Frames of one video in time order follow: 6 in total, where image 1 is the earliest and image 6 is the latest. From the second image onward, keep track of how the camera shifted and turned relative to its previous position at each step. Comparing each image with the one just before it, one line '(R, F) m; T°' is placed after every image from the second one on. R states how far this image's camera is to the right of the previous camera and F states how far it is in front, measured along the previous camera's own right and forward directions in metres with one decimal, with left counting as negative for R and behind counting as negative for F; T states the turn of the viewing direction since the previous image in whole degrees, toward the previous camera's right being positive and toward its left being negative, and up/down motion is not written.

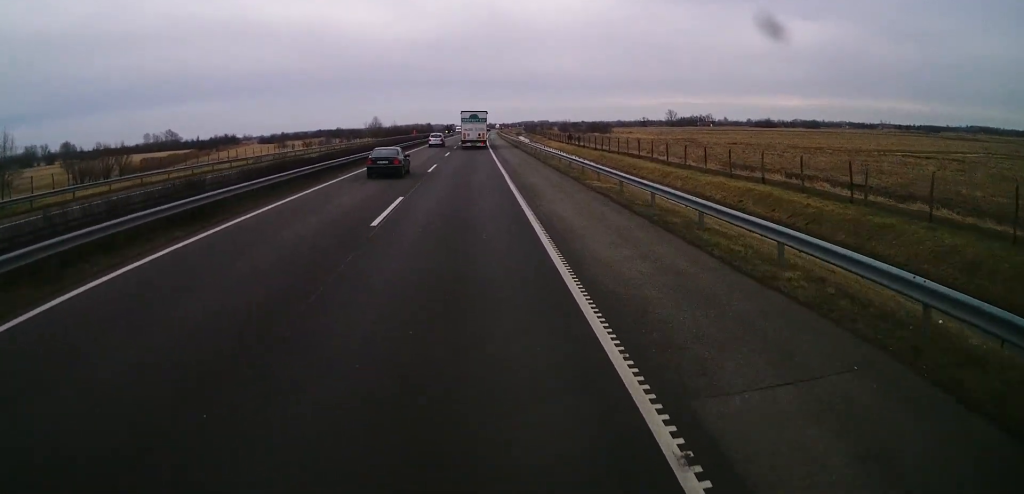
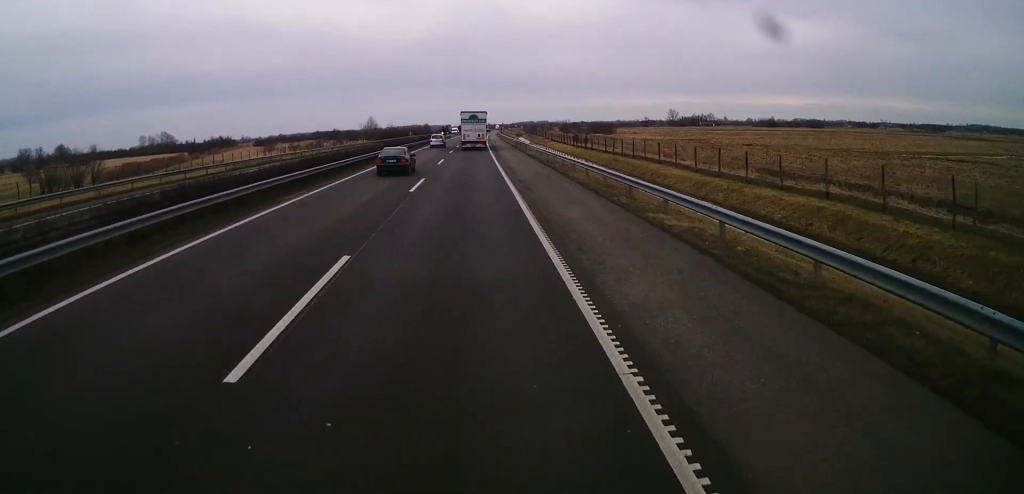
(+0.1, +9.2) m; 0°
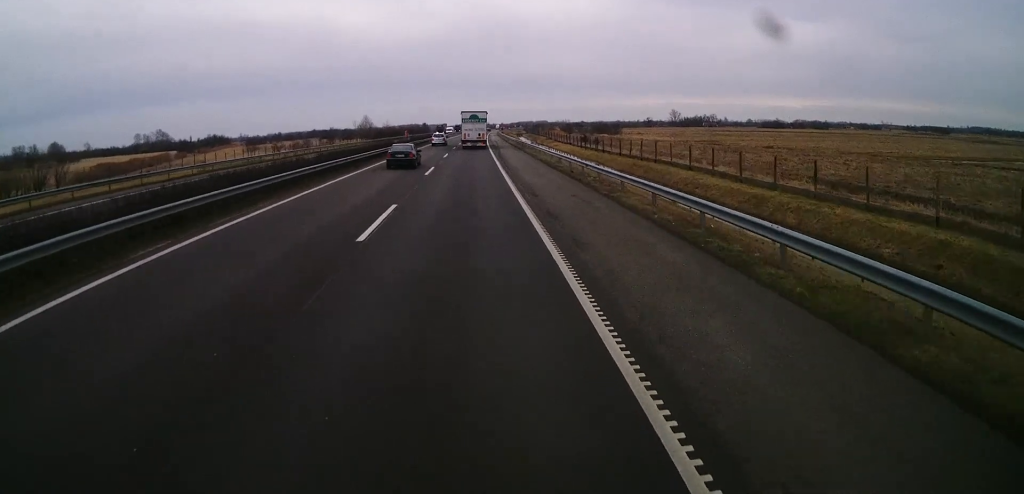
(-0.1, +10.7) m; 0°
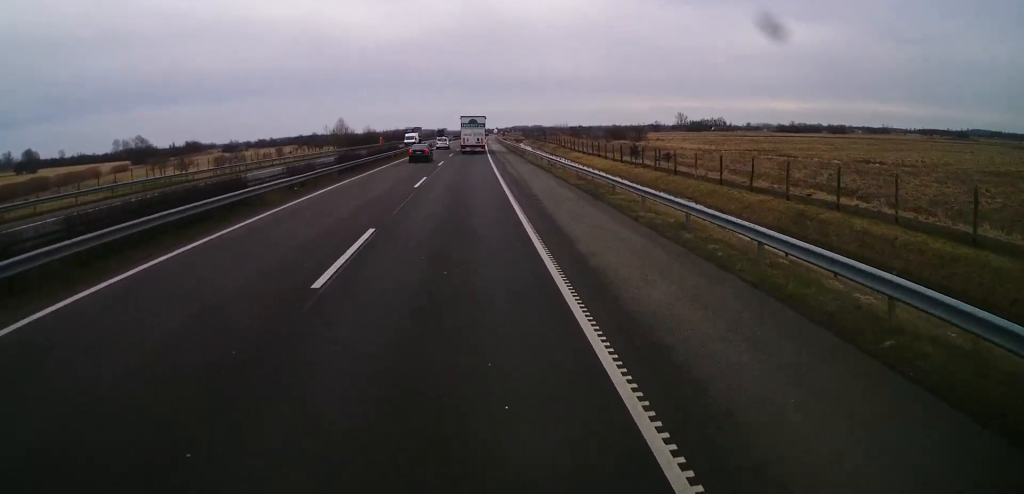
(+0.6, +39.0) m; +1°
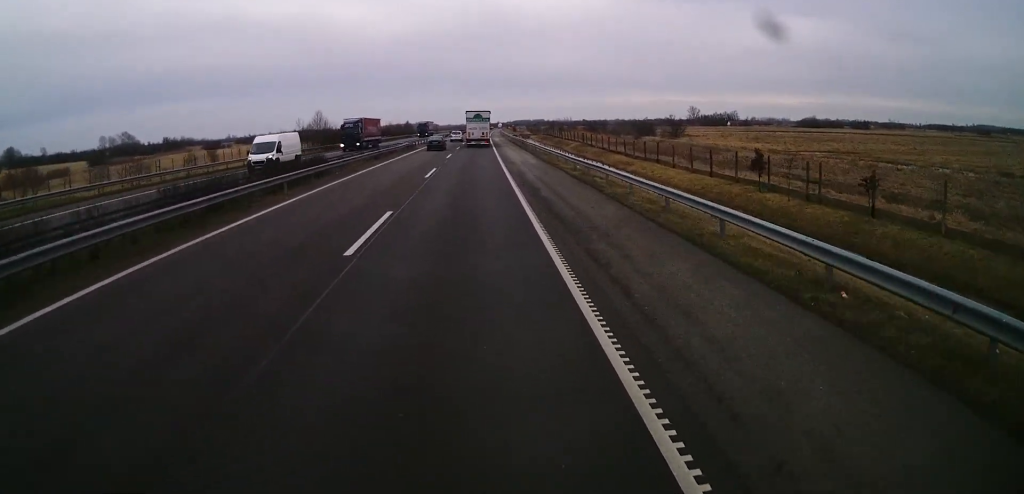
(0.0, +33.7) m; 0°
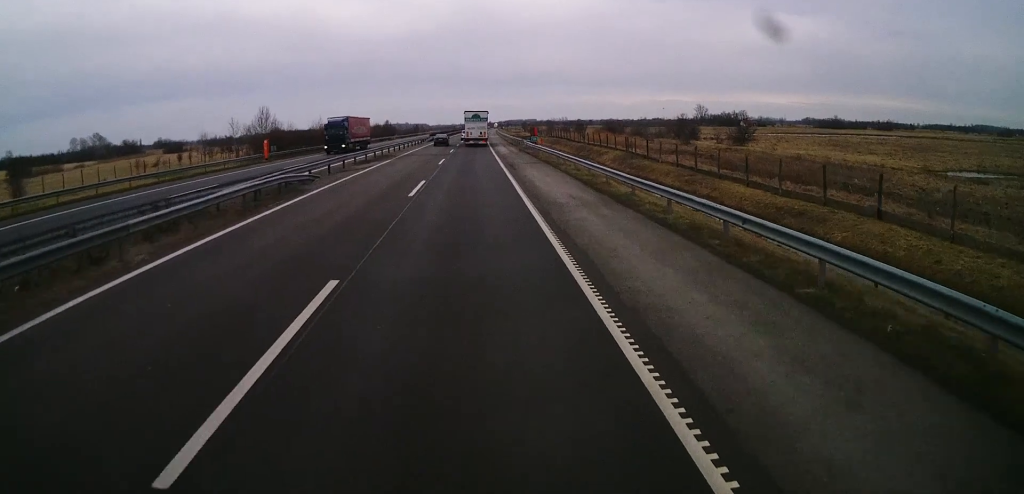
(-0.4, +43.7) m; -1°
